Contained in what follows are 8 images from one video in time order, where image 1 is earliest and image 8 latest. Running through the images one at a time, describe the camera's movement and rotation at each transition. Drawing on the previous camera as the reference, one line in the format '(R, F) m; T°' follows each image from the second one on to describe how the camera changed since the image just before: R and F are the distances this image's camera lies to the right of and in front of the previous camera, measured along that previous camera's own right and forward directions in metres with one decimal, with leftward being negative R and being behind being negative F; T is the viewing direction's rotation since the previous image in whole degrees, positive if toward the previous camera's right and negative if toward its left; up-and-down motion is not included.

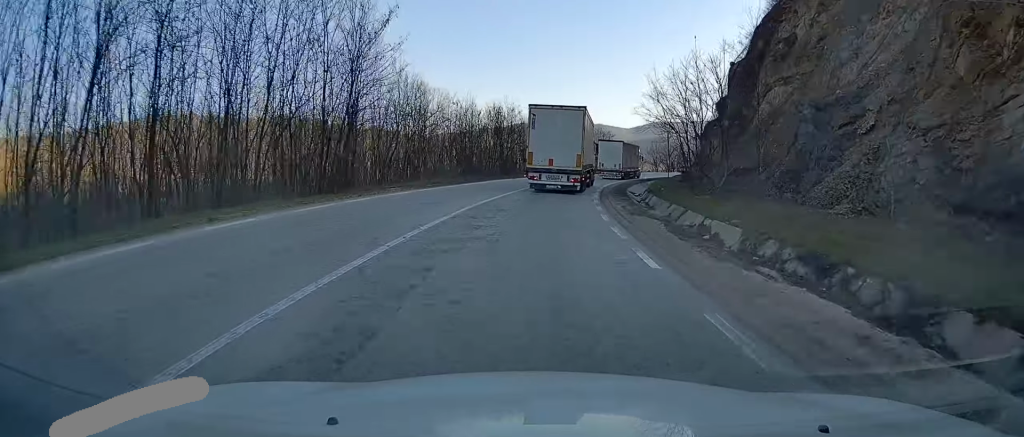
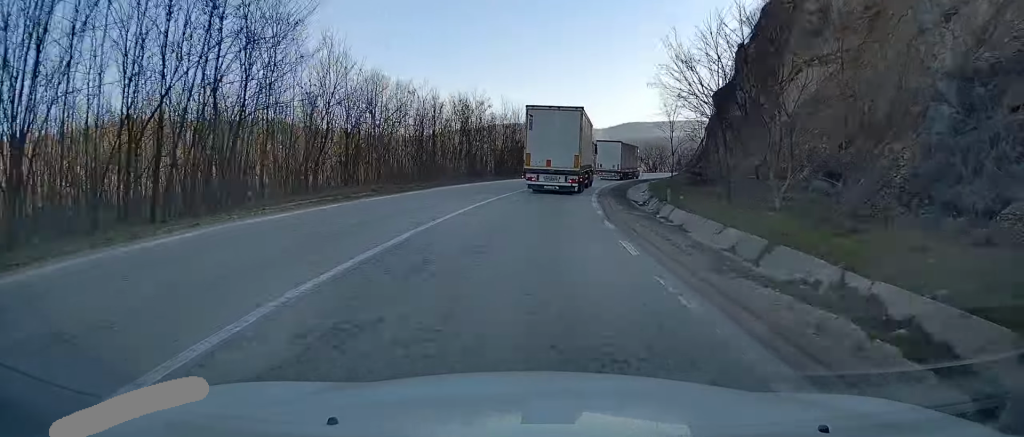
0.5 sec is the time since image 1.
(0.0, +10.1) m; +2°
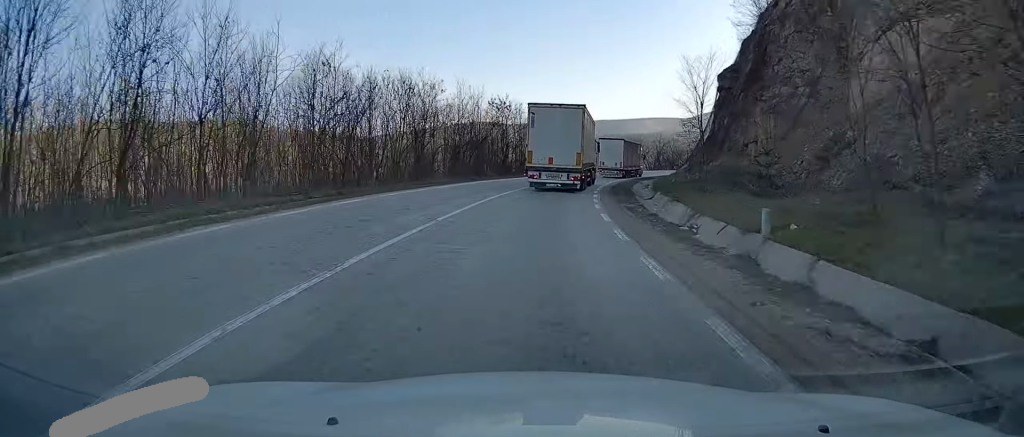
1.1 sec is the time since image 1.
(+0.6, +14.4) m; +3°
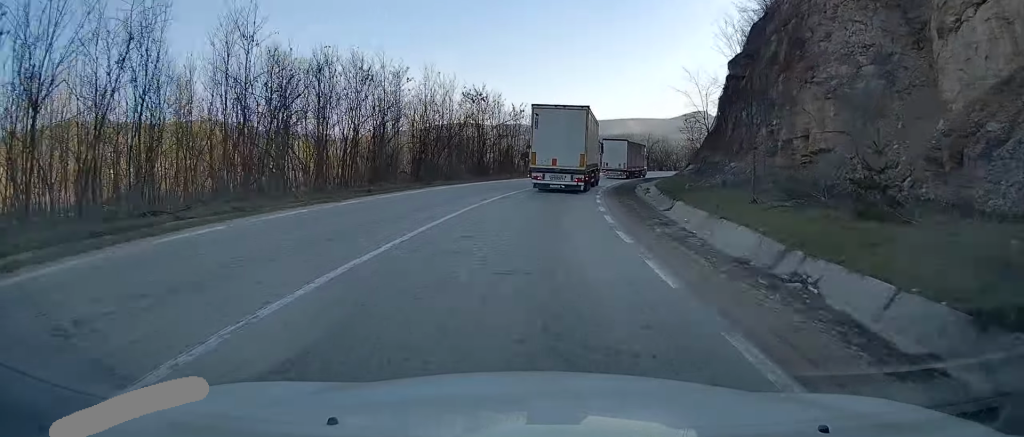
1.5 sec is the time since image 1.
(0.0, +8.6) m; +2°
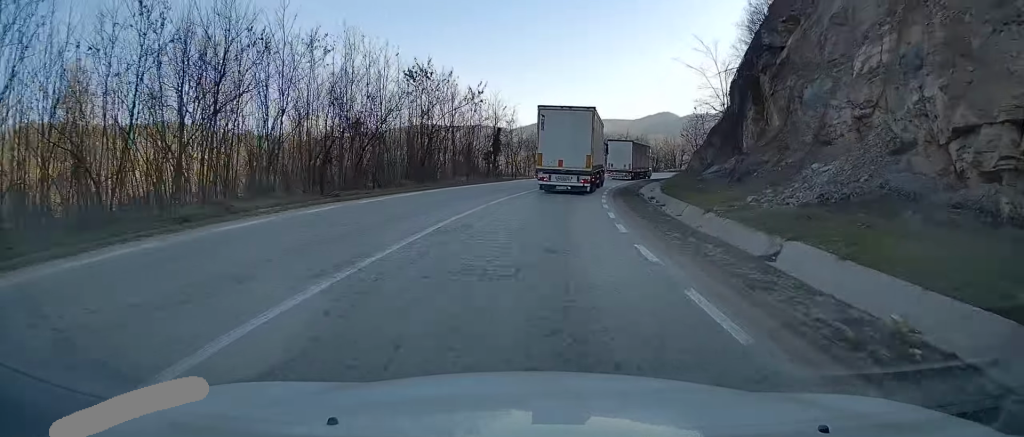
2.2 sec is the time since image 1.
(+0.5, +14.3) m; +3°
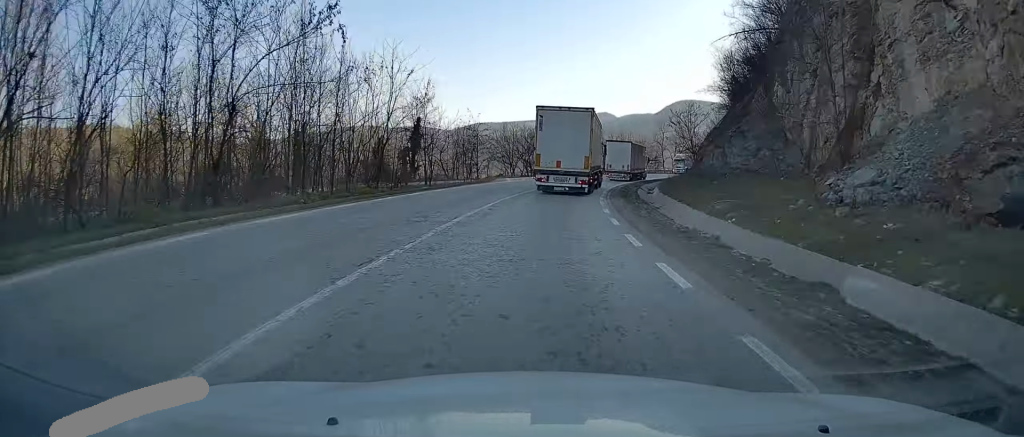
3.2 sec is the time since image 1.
(+0.9, +21.8) m; +5°
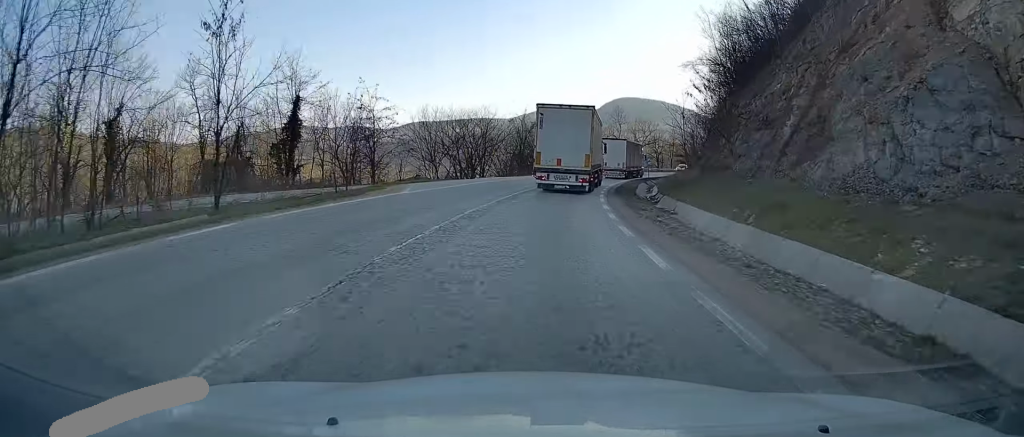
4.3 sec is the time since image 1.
(+1.2, +22.4) m; +6°
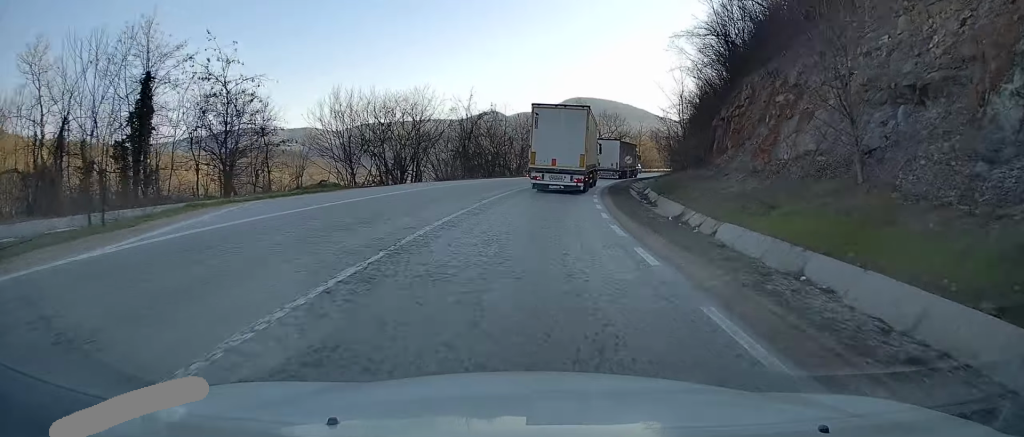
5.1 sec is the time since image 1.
(+0.7, +16.2) m; +4°
